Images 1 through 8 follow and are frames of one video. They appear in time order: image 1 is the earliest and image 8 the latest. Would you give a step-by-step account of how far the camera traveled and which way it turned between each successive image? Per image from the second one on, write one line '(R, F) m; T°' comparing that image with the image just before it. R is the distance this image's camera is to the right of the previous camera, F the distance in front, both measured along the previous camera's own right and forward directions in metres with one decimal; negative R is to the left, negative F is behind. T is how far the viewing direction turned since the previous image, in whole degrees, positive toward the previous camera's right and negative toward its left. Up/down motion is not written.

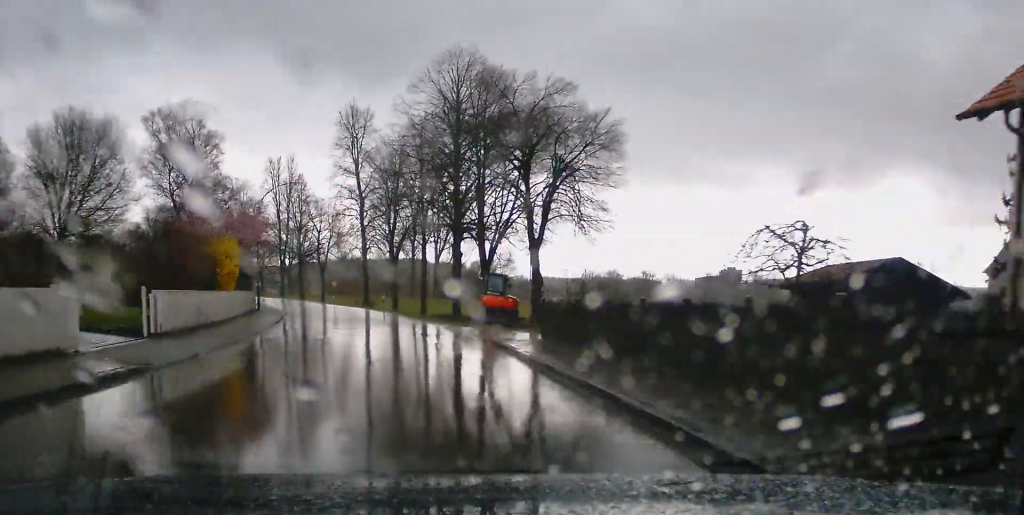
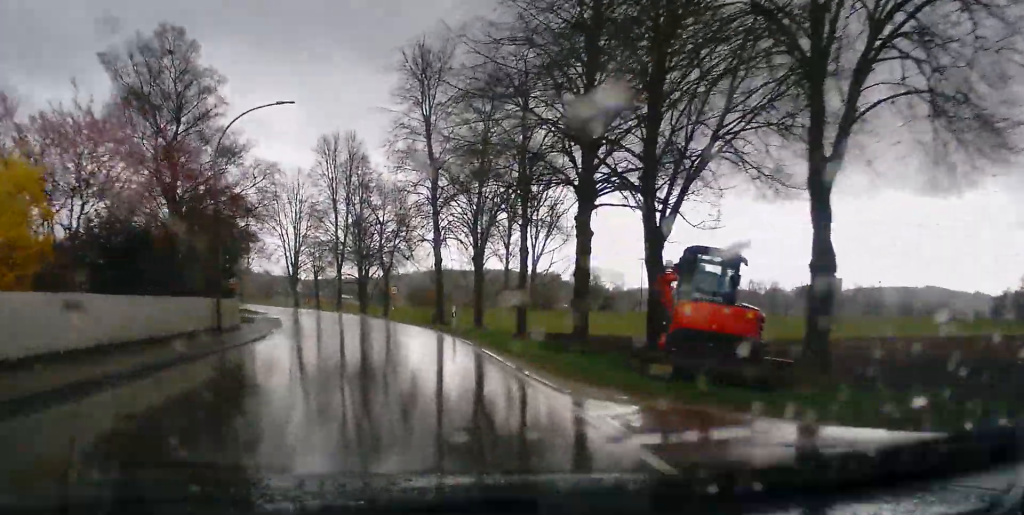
(-0.6, +22.2) m; -6°
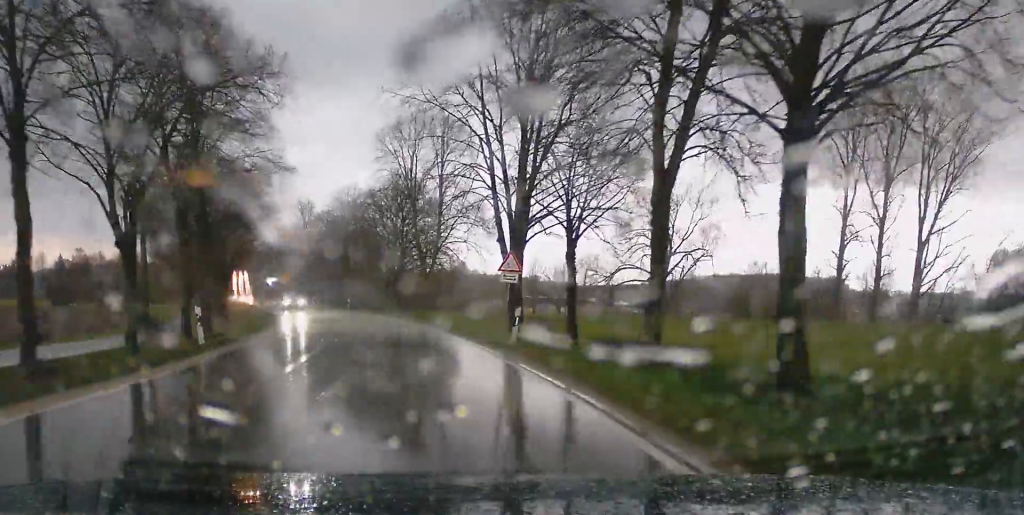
(-13.1, +63.2) m; -21°
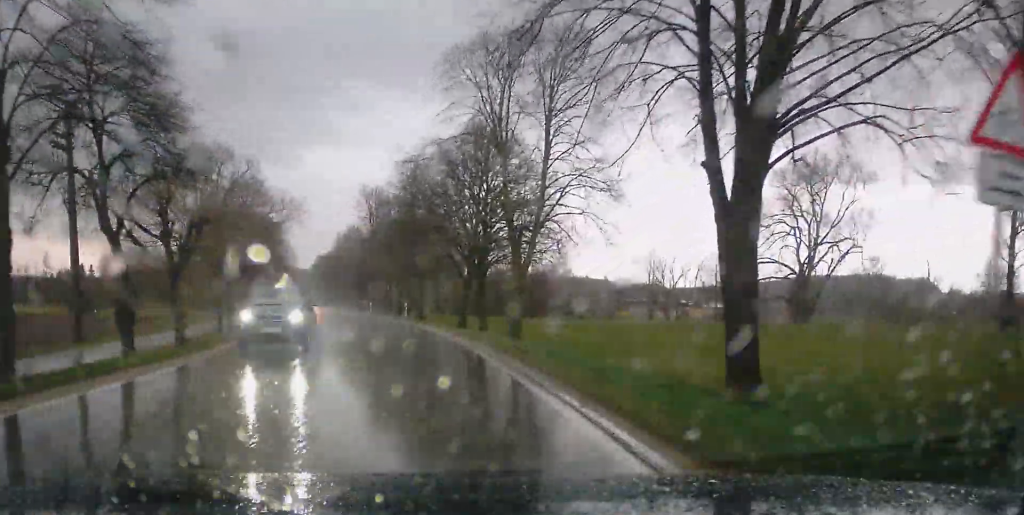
(-0.5, +22.0) m; -6°
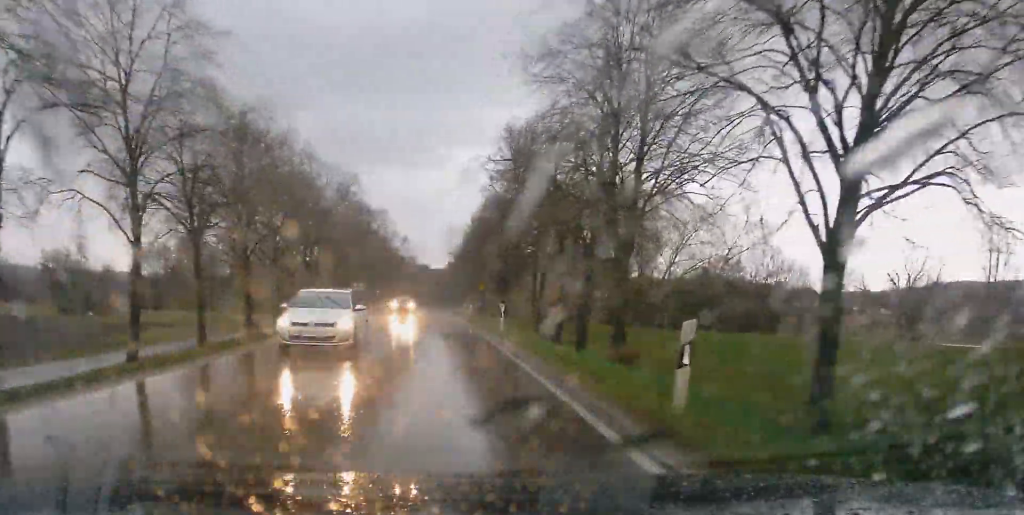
(-3.5, +40.3) m; -7°
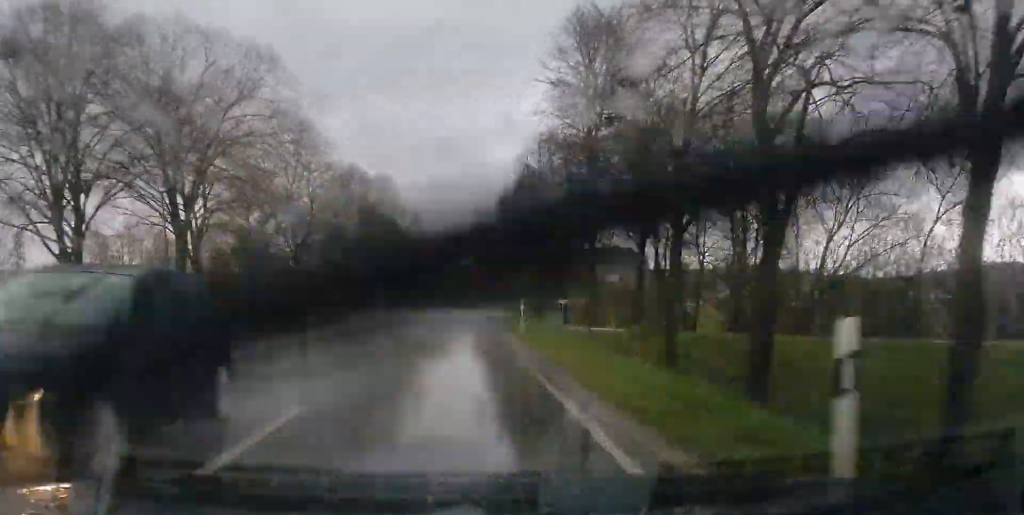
(-0.5, +28.3) m; -2°
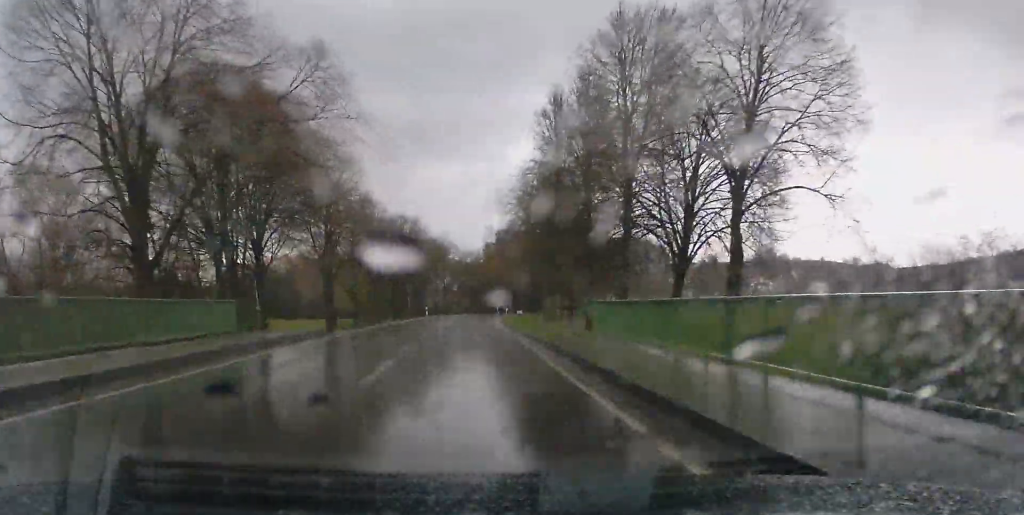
(-0.9, +52.5) m; -1°
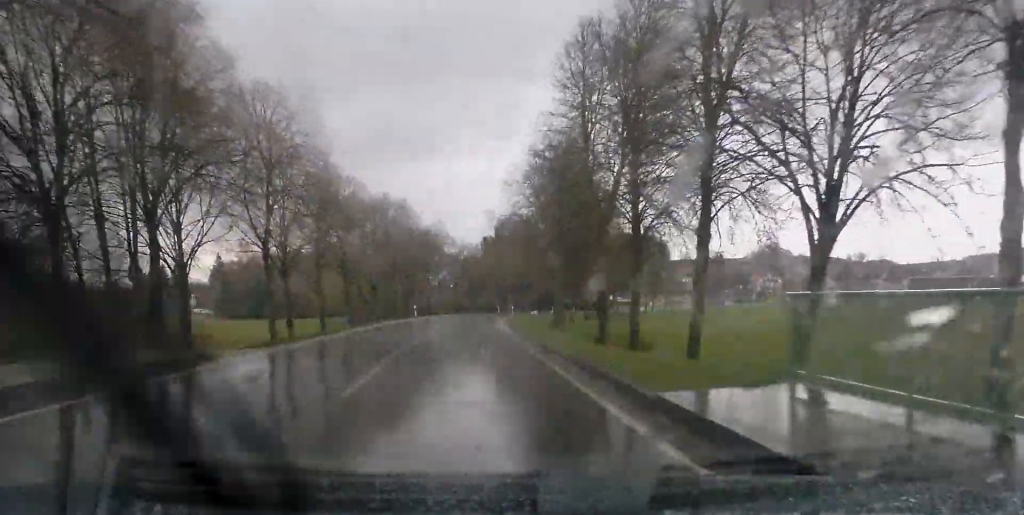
(+0.1, +14.0) m; 0°
